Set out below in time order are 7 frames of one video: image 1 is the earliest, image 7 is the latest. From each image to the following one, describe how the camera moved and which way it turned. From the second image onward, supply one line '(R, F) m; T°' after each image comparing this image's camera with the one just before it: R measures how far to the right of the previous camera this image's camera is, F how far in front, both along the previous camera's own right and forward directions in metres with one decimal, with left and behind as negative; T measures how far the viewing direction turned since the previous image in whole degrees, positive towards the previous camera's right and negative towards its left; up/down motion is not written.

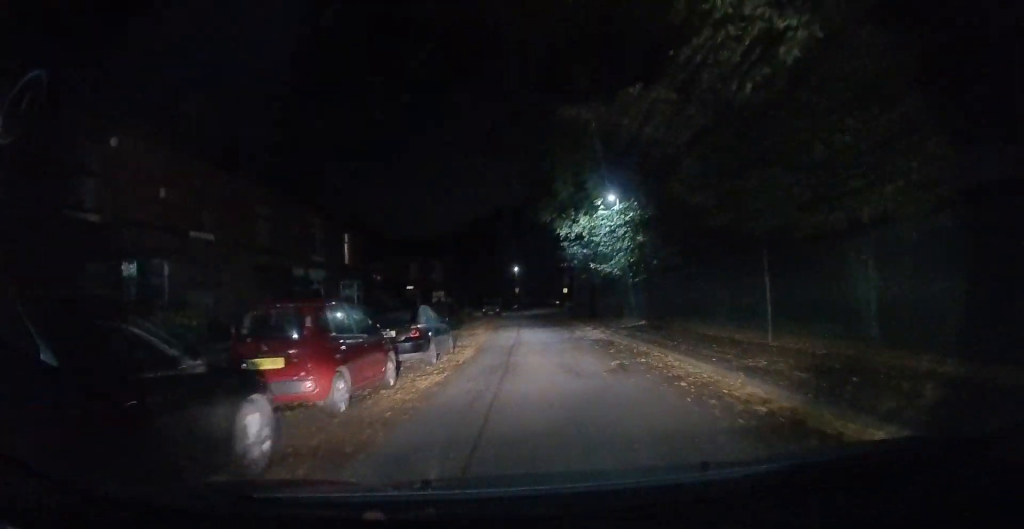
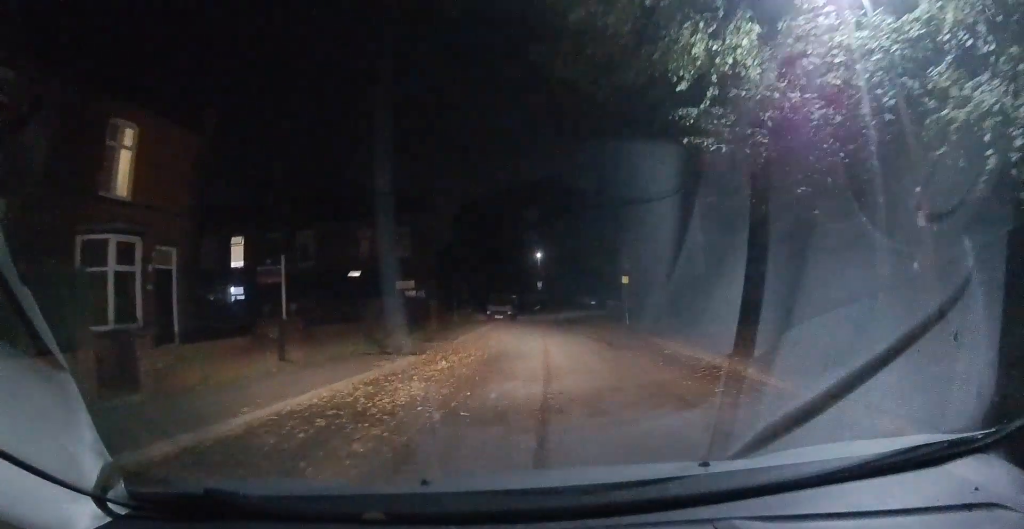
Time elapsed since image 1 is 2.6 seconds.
(+0.1, +19.6) m; -3°
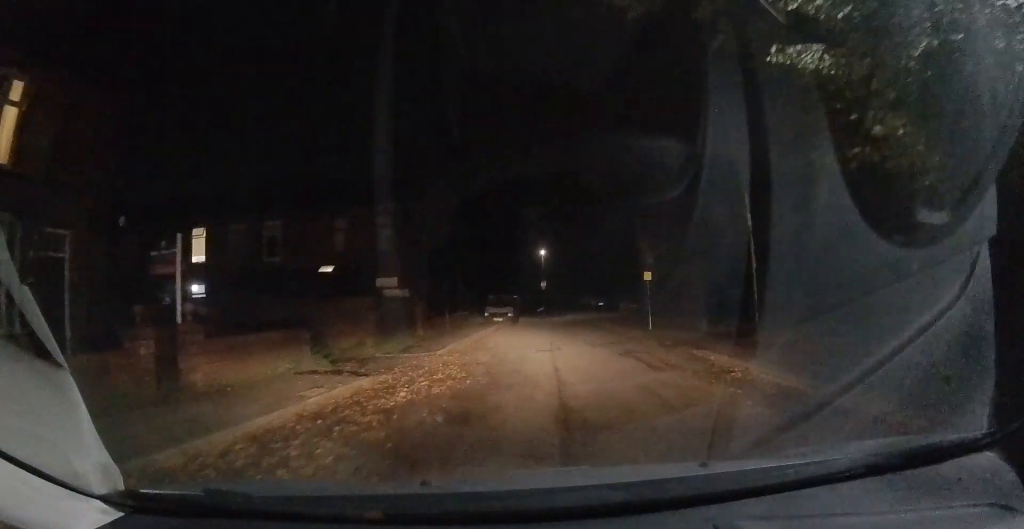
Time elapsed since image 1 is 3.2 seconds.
(-0.2, +4.2) m; 0°
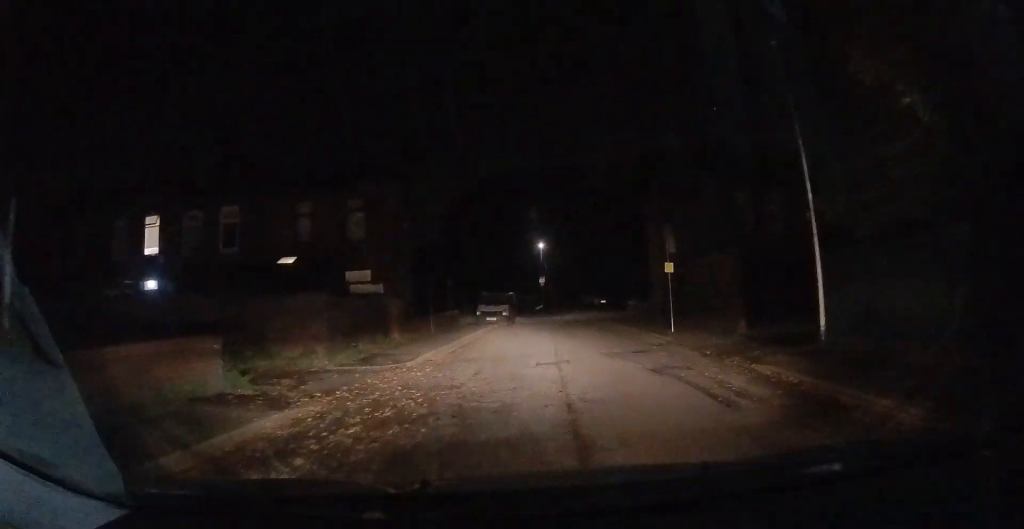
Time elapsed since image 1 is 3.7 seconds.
(0.0, +3.7) m; 0°
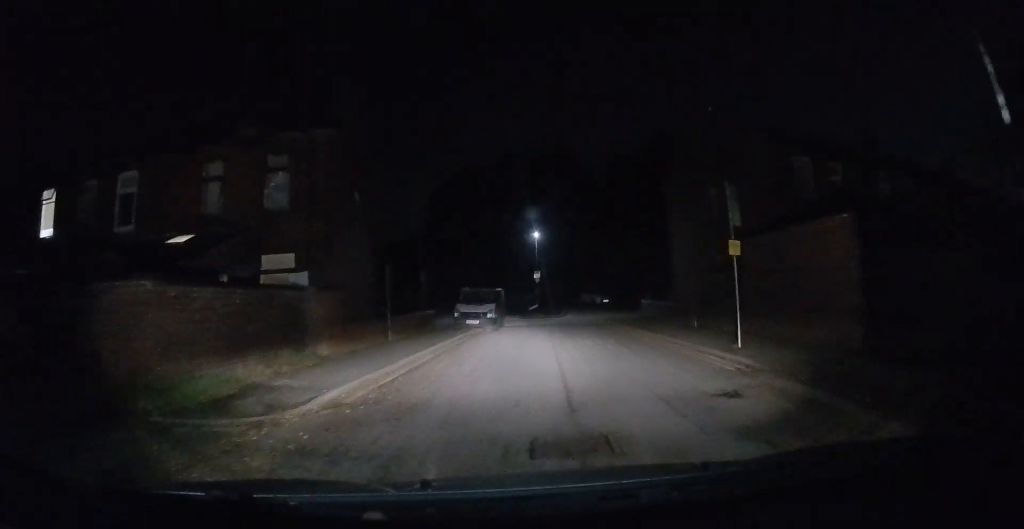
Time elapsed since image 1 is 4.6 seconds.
(+0.2, +6.5) m; 0°
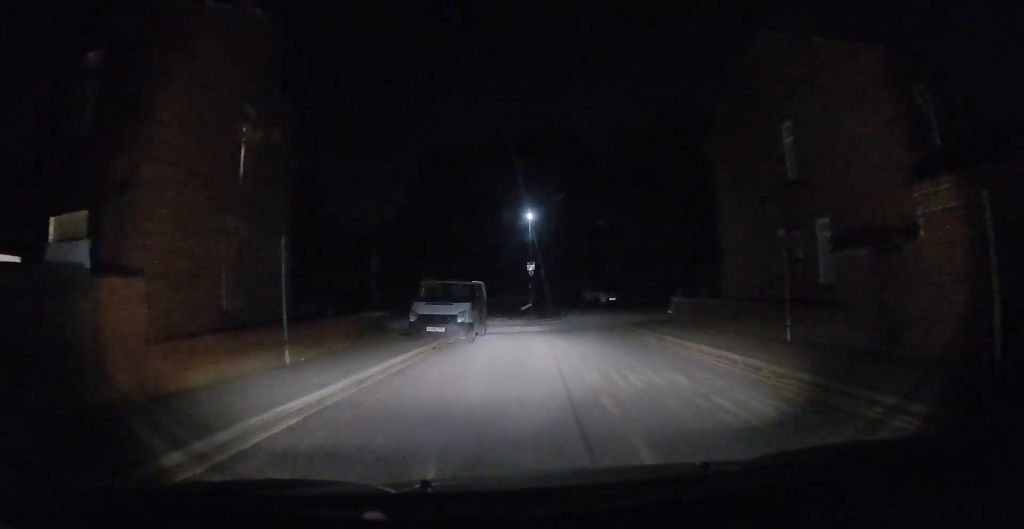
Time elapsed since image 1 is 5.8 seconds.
(0.0, +8.1) m; +4°
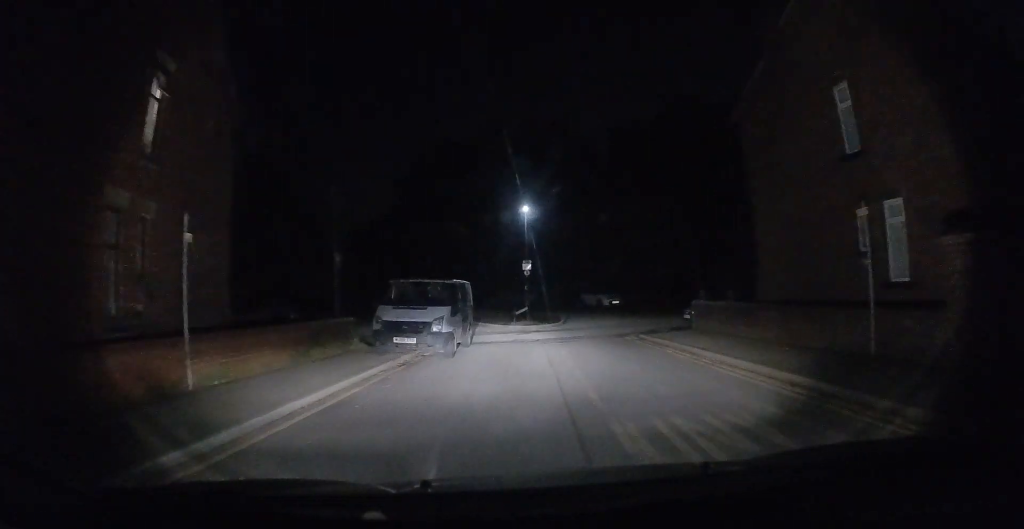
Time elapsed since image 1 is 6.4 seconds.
(+0.5, +3.7) m; +2°
